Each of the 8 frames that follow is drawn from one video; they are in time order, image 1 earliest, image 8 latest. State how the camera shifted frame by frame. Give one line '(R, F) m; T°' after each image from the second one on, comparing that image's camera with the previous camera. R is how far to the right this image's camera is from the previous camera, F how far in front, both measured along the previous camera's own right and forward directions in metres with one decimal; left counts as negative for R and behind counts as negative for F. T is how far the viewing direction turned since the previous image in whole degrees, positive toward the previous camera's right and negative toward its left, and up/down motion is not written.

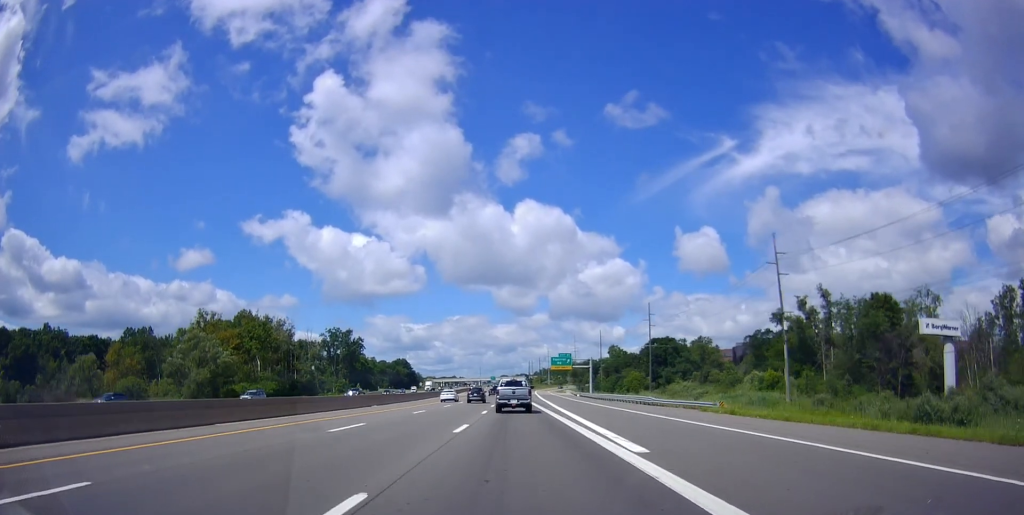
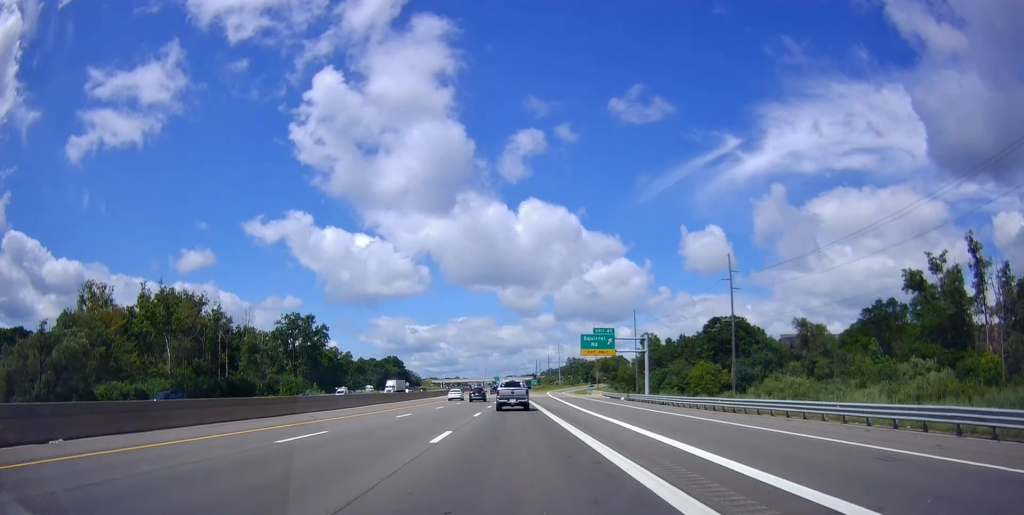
(-0.5, +49.4) m; 0°
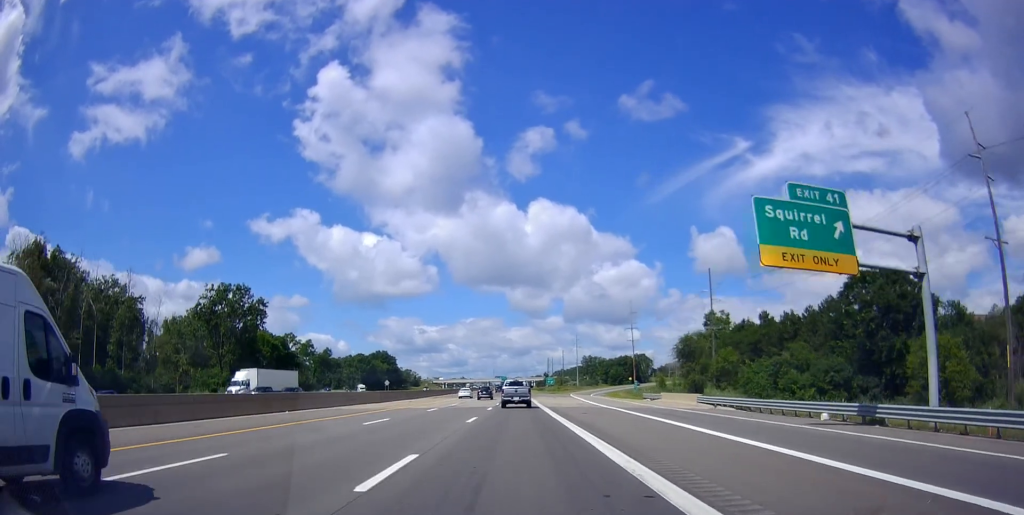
(+0.6, +52.9) m; +1°
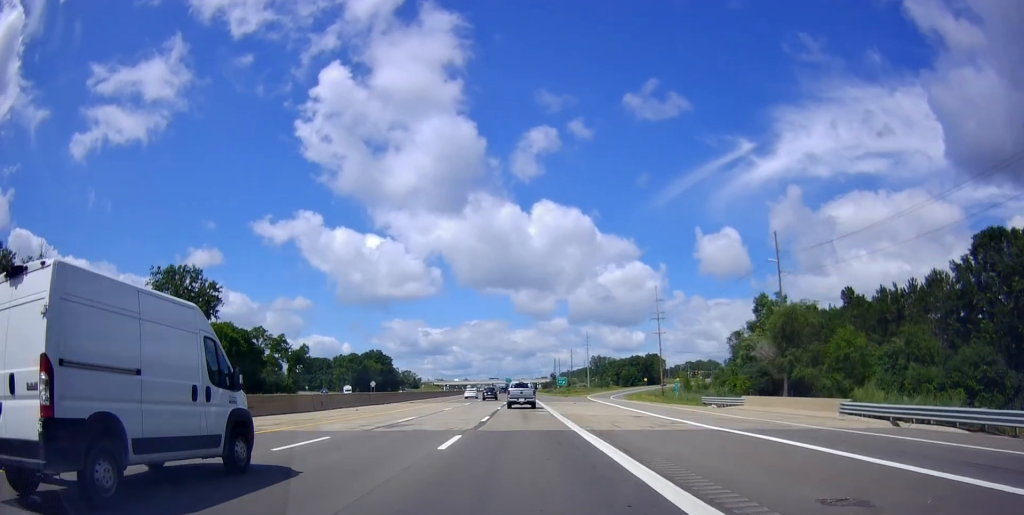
(+0.1, +24.7) m; -1°
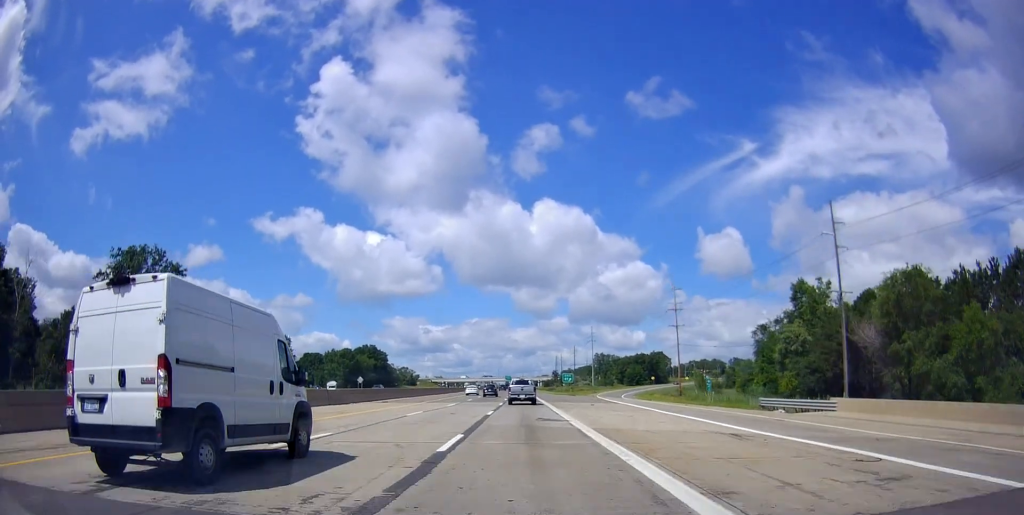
(-0.2, +14.1) m; -1°
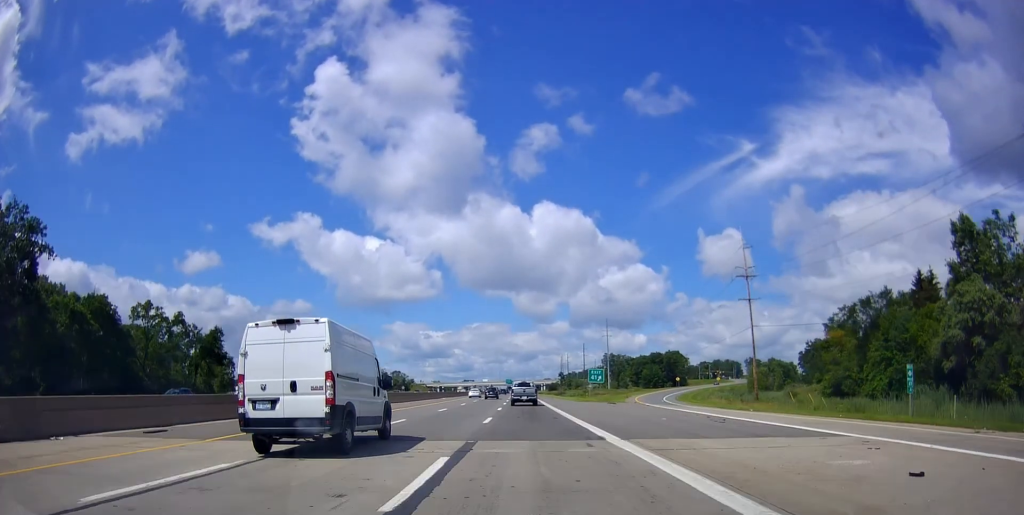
(-0.6, +37.5) m; -1°
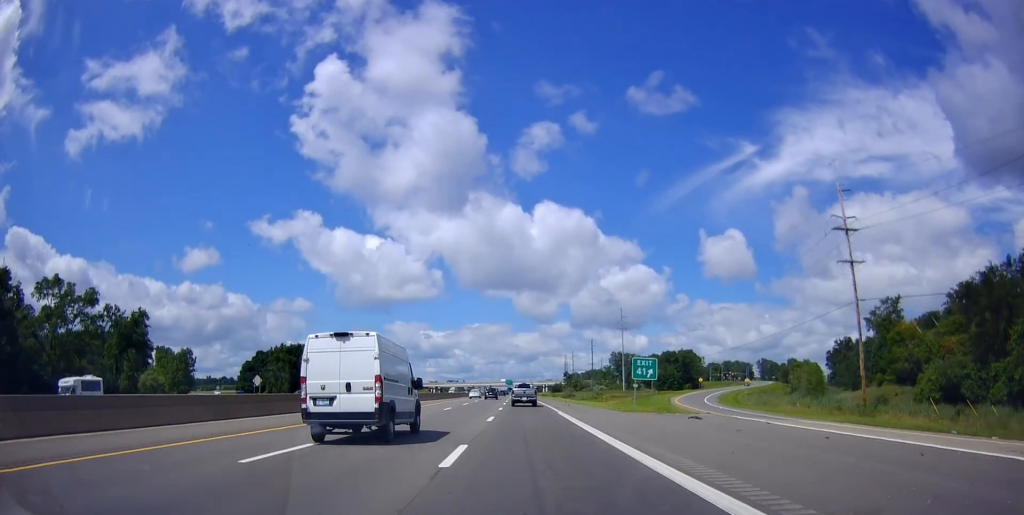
(-0.1, +27.0) m; 0°
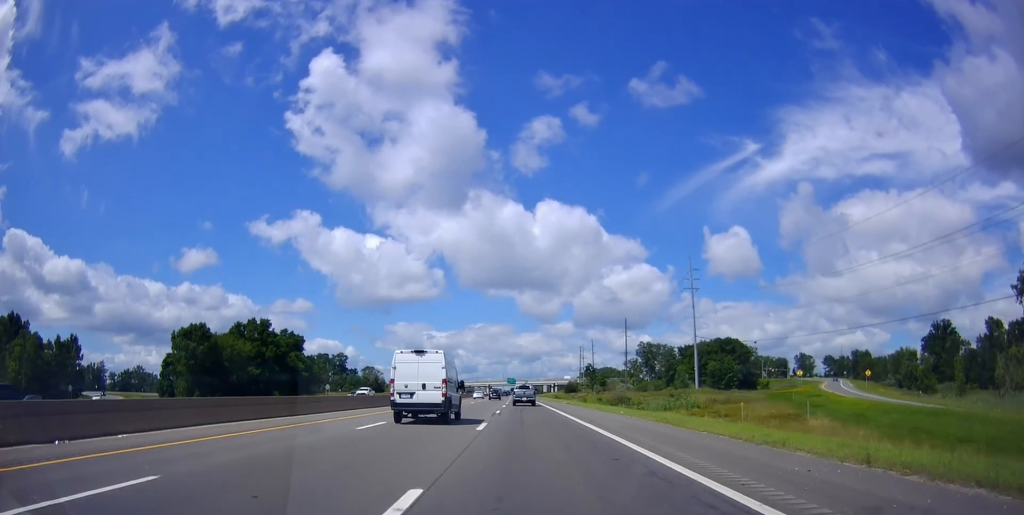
(-0.1, +67.8) m; 0°
